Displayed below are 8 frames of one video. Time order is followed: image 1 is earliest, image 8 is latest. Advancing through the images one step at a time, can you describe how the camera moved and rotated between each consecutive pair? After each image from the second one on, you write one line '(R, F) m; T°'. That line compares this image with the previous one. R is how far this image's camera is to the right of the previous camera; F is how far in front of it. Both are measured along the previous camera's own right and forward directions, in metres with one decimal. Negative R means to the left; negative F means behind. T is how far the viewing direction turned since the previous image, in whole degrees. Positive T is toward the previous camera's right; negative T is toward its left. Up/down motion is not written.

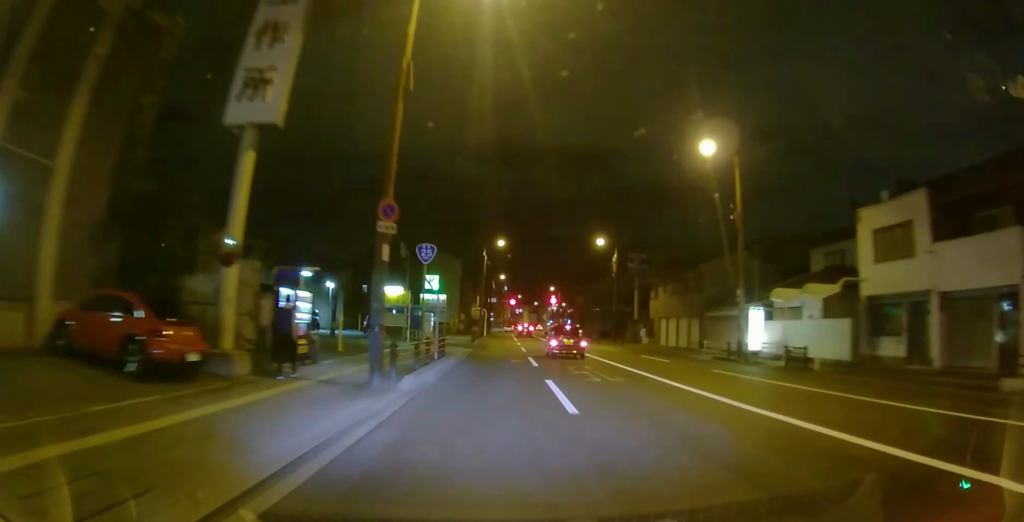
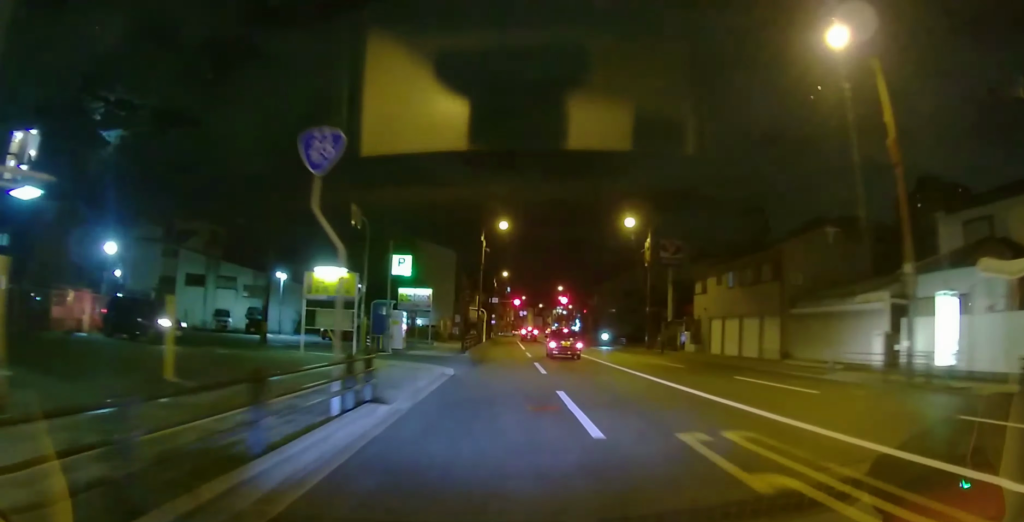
(0.0, +12.0) m; 0°
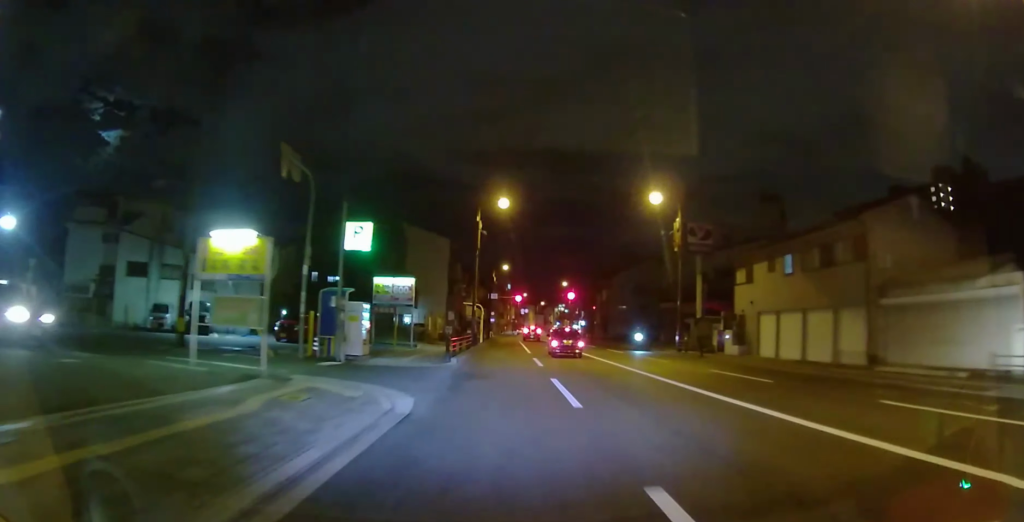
(0.0, +7.8) m; 0°
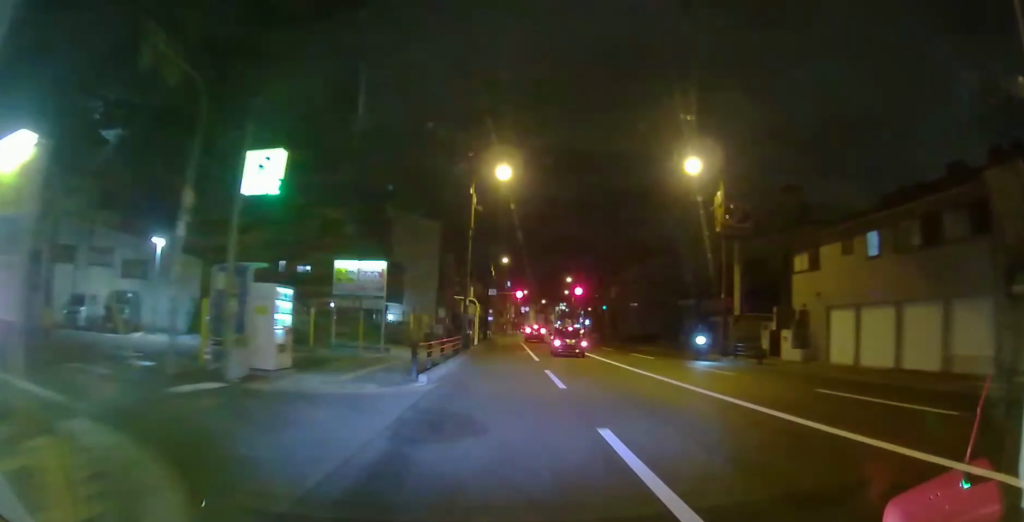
(+0.1, +7.6) m; -1°
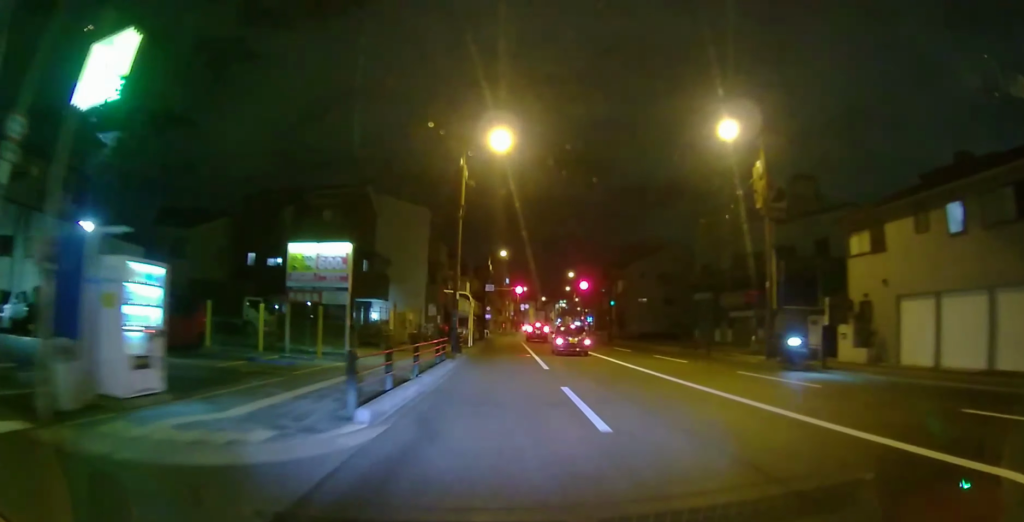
(-0.1, +5.4) m; 0°
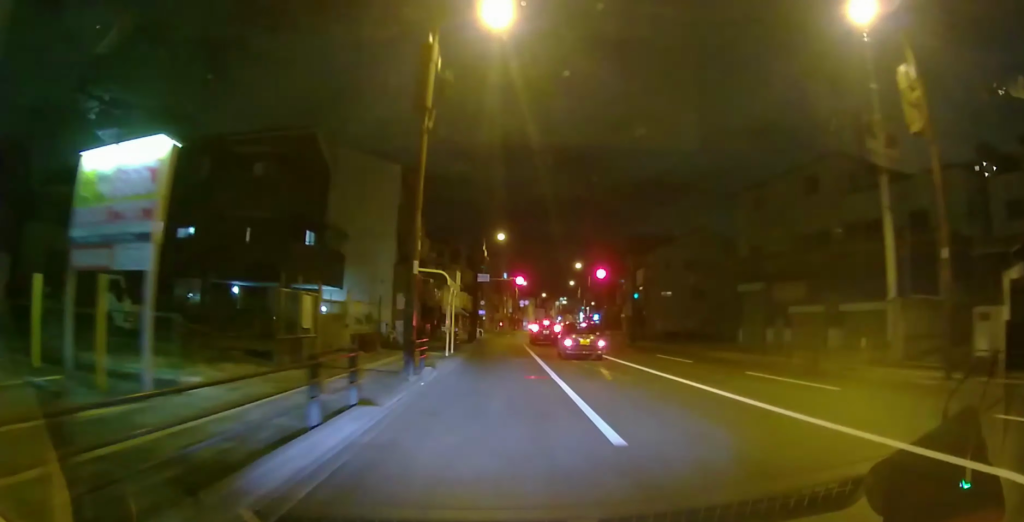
(+0.1, +11.1) m; 0°
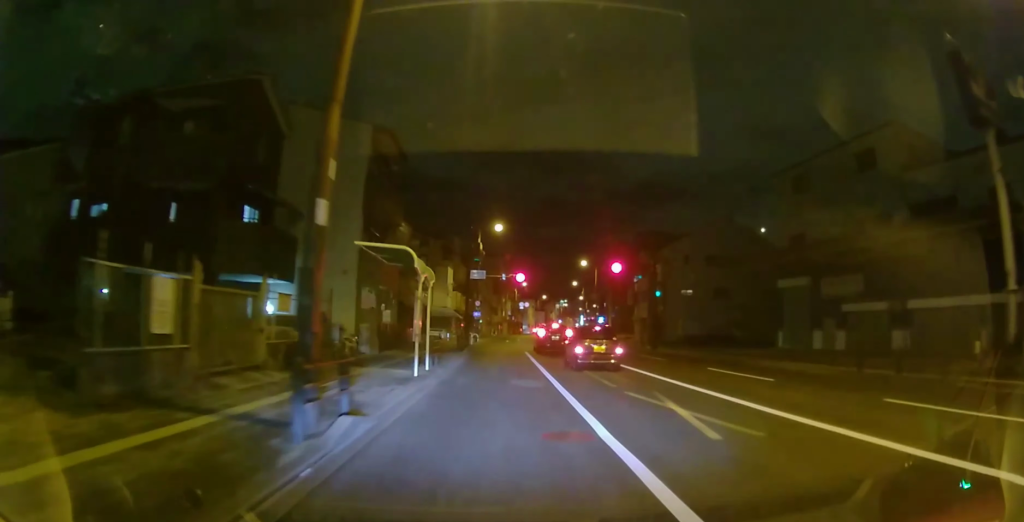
(-0.1, +7.0) m; -1°
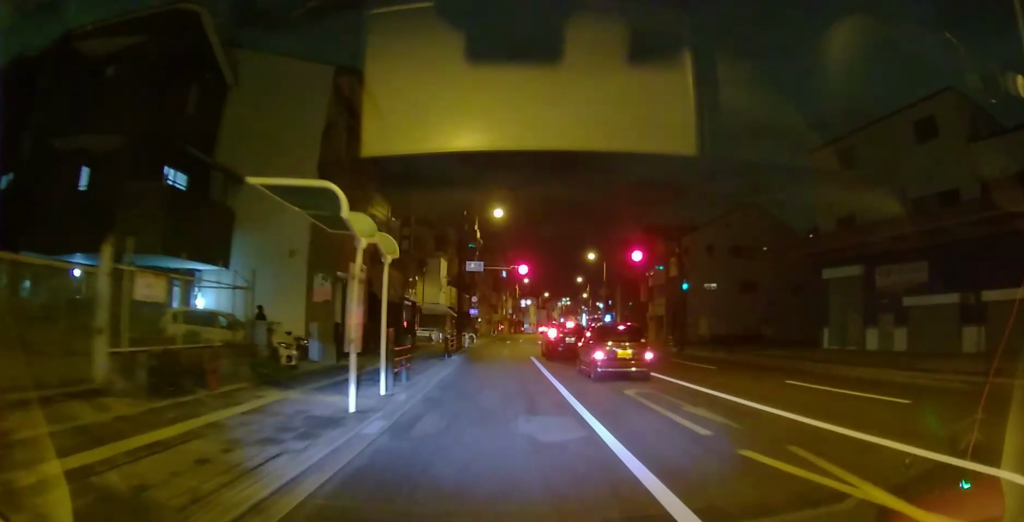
(0.0, +6.4) m; +1°
